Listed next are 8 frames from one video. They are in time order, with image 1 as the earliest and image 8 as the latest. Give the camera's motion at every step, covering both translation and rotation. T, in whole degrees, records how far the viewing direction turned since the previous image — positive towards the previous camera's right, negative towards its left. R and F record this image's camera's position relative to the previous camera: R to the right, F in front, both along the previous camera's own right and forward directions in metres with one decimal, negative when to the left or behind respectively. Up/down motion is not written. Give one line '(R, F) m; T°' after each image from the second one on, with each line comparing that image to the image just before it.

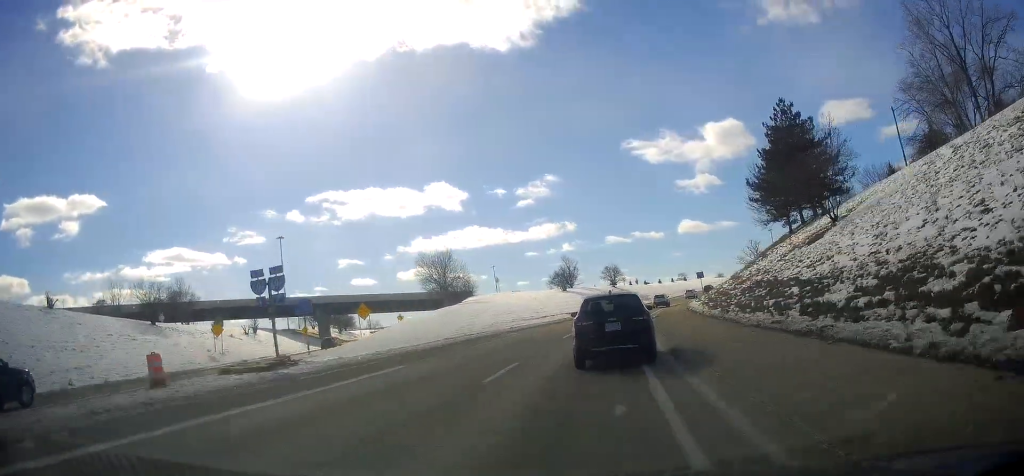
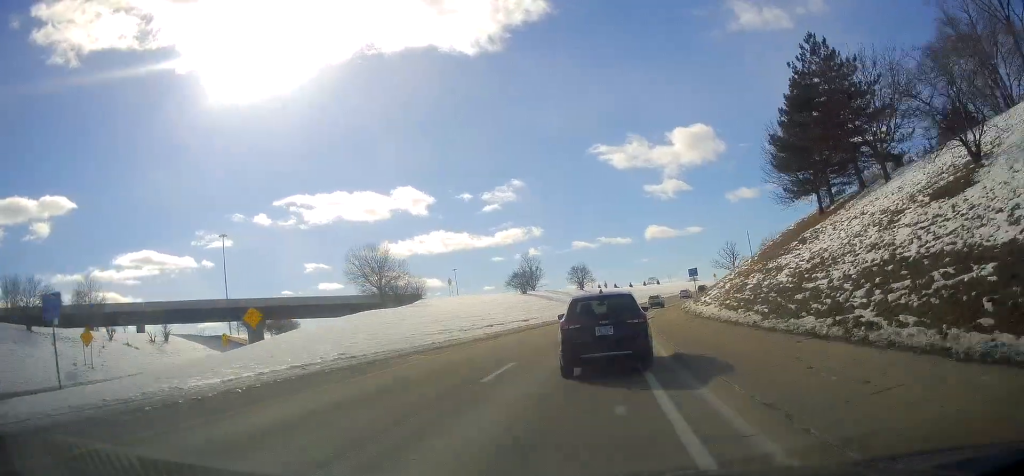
(+0.6, +14.1) m; +2°
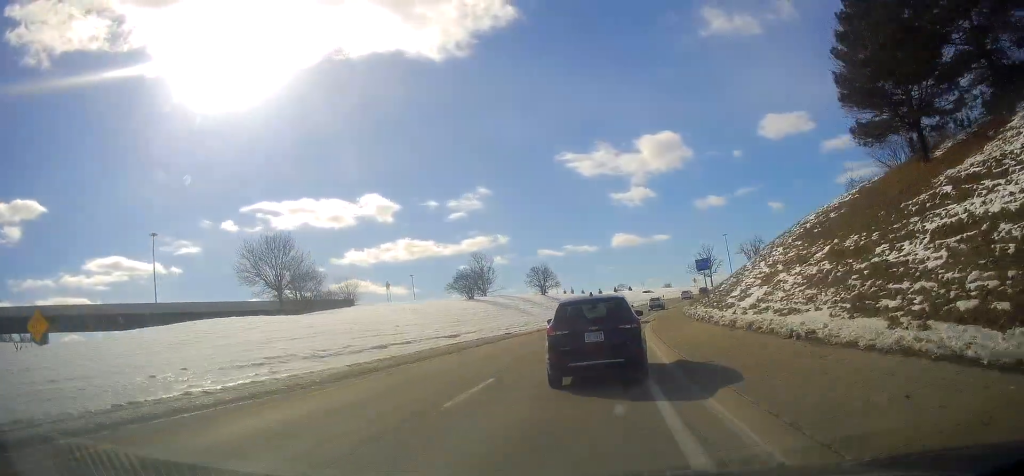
(+0.4, +17.9) m; +3°
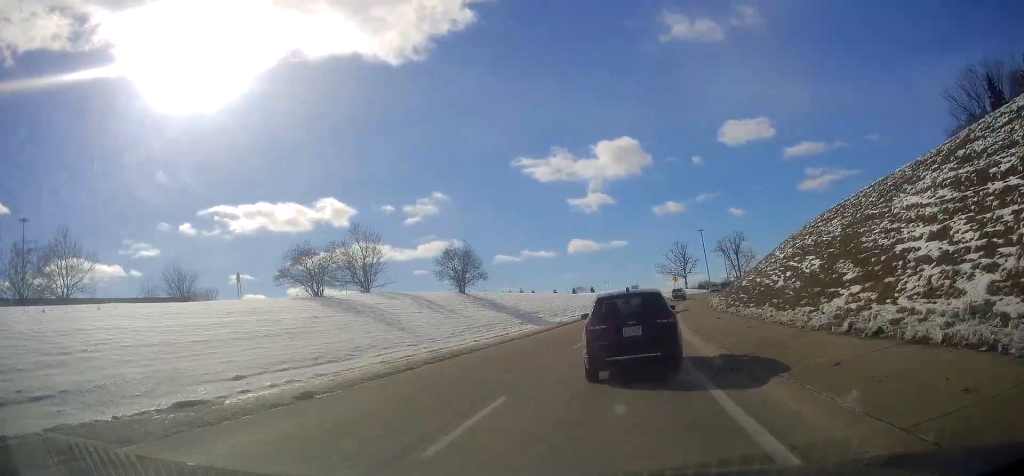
(+2.1, +33.7) m; +8°
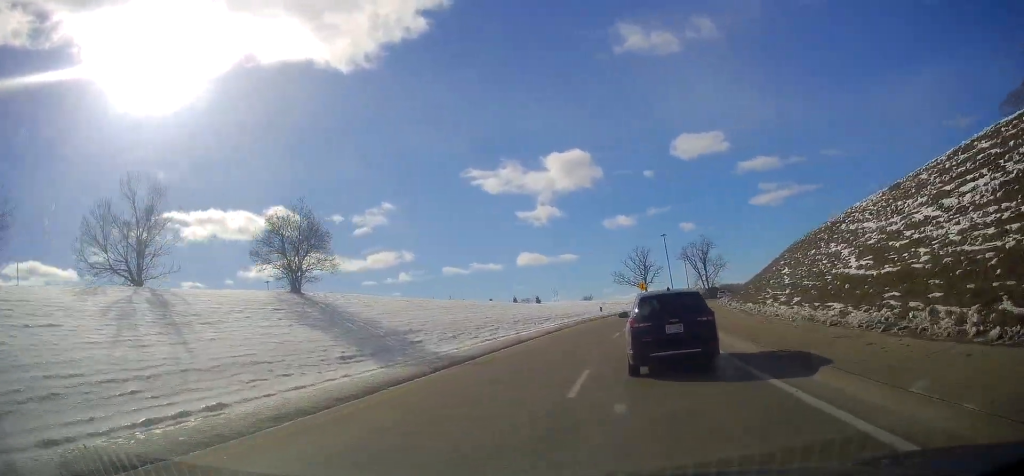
(+1.5, +26.8) m; +5°
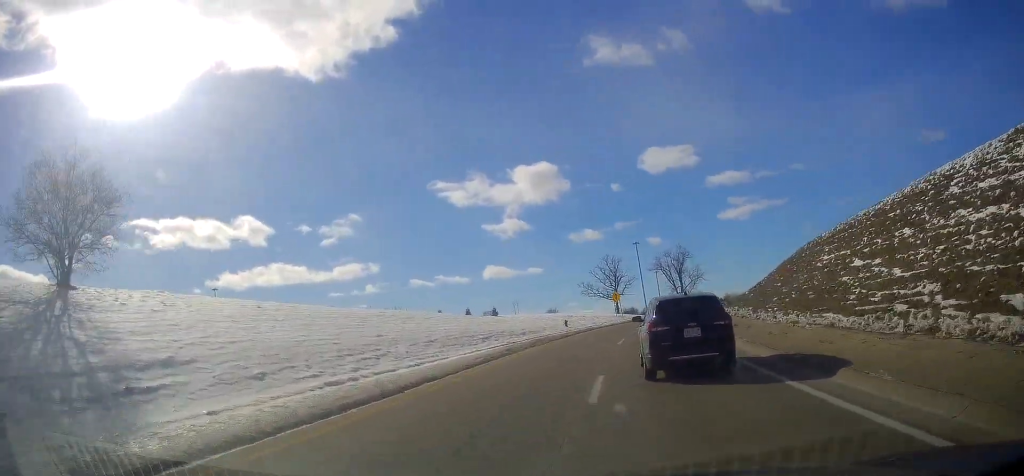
(+0.3, +16.2) m; +2°
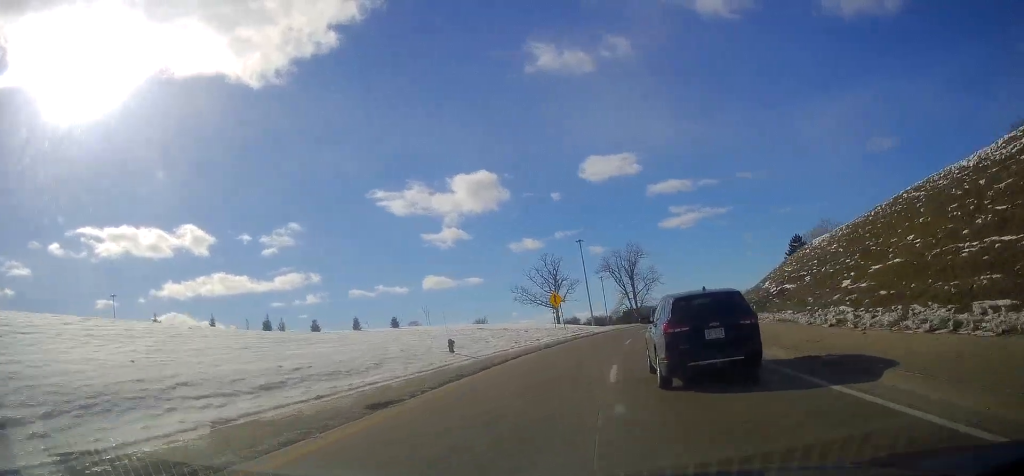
(+1.4, +29.8) m; +6°
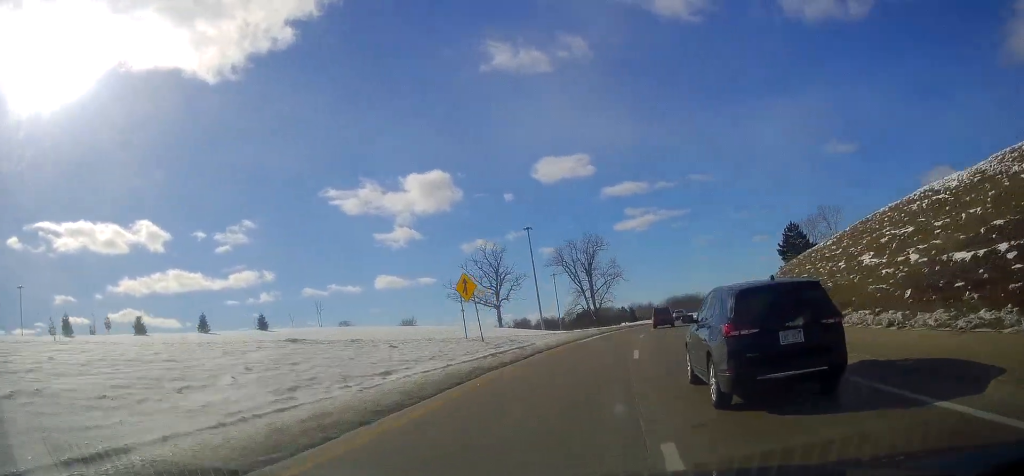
(+1.1, +27.3) m; +4°
